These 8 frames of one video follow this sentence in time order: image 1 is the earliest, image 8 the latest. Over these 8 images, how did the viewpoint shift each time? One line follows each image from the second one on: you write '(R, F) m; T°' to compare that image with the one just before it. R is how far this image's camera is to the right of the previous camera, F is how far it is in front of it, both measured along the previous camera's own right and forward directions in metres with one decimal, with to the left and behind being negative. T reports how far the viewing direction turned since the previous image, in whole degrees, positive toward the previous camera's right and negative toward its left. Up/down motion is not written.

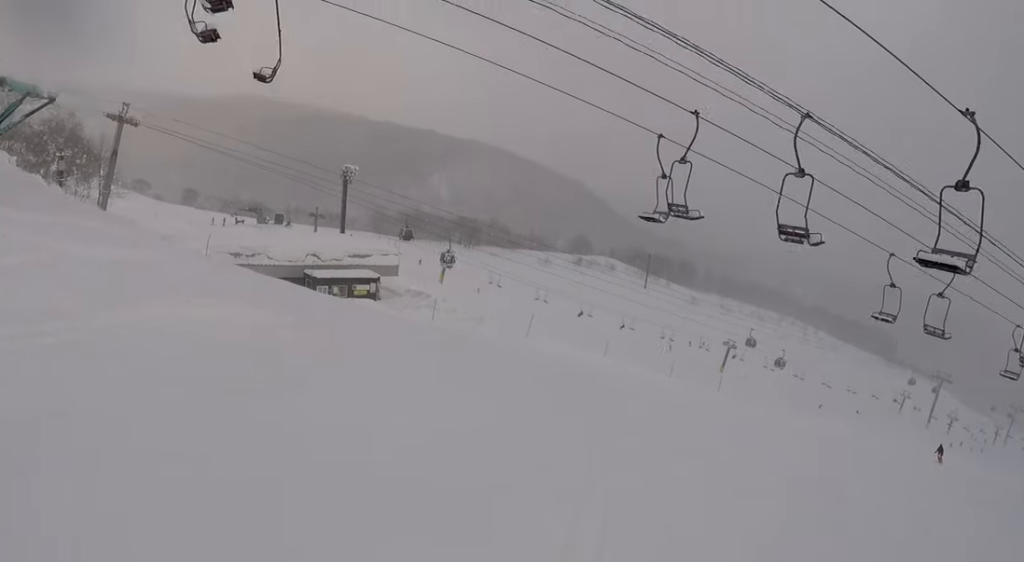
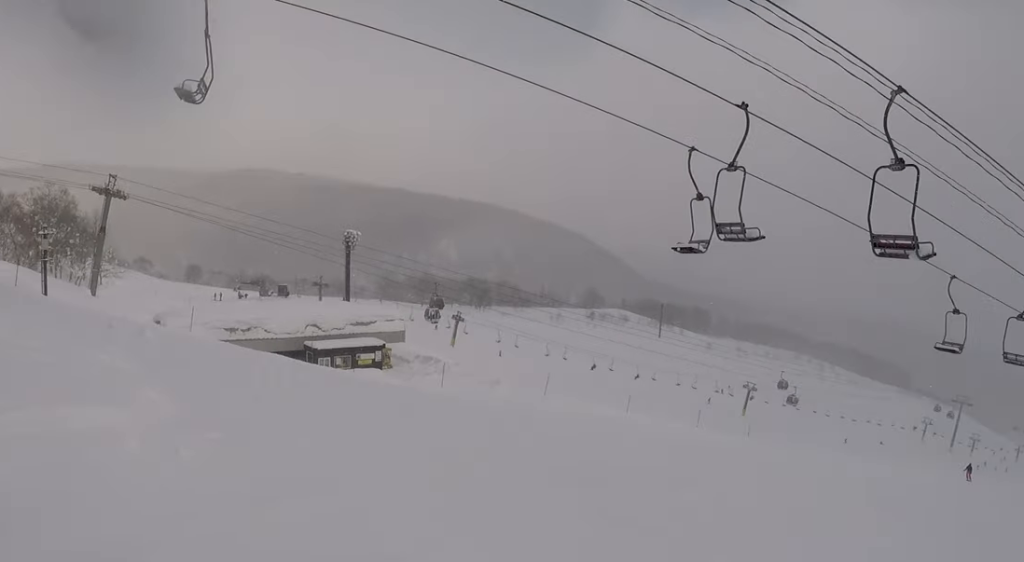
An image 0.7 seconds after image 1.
(-0.5, +4.5) m; -10°
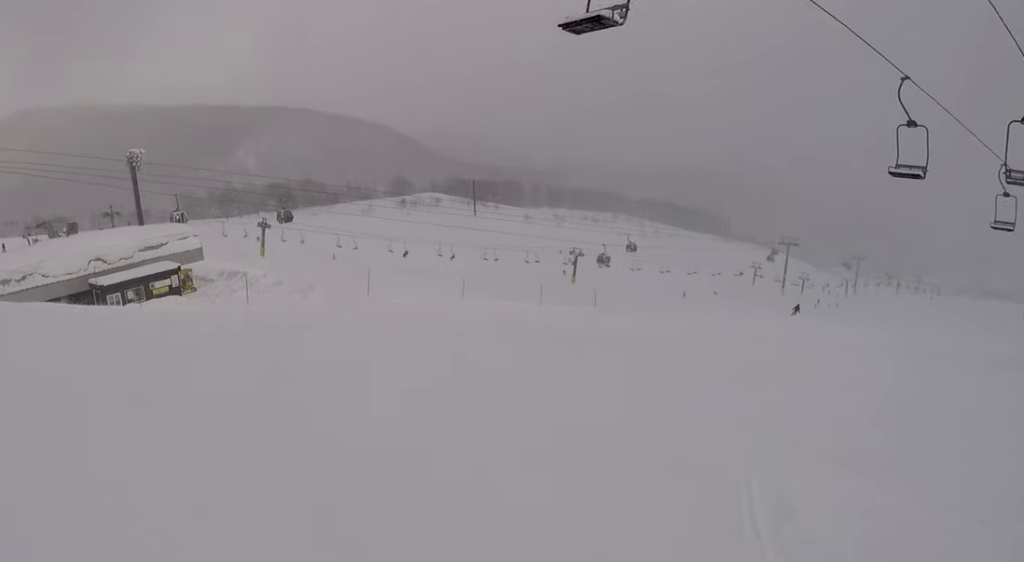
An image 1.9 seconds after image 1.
(-0.7, +8.0) m; -3°
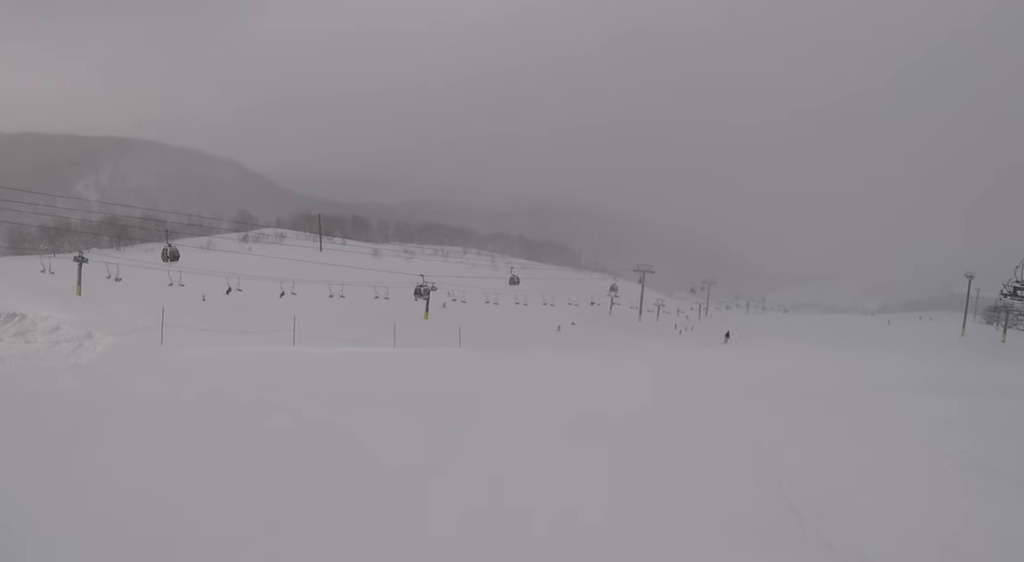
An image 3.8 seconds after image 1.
(+1.8, +12.8) m; +25°
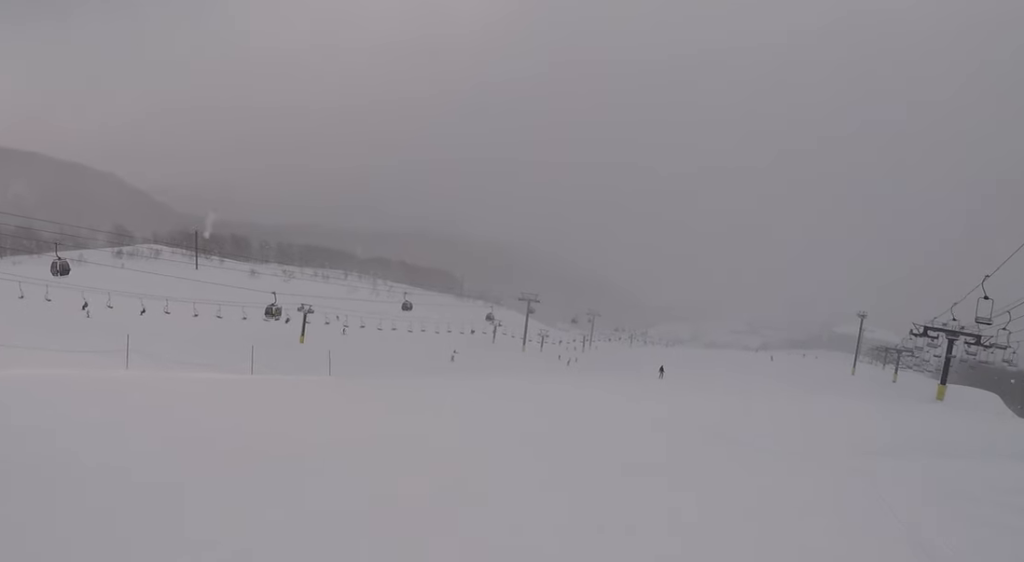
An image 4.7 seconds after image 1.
(+1.1, +7.1) m; +18°
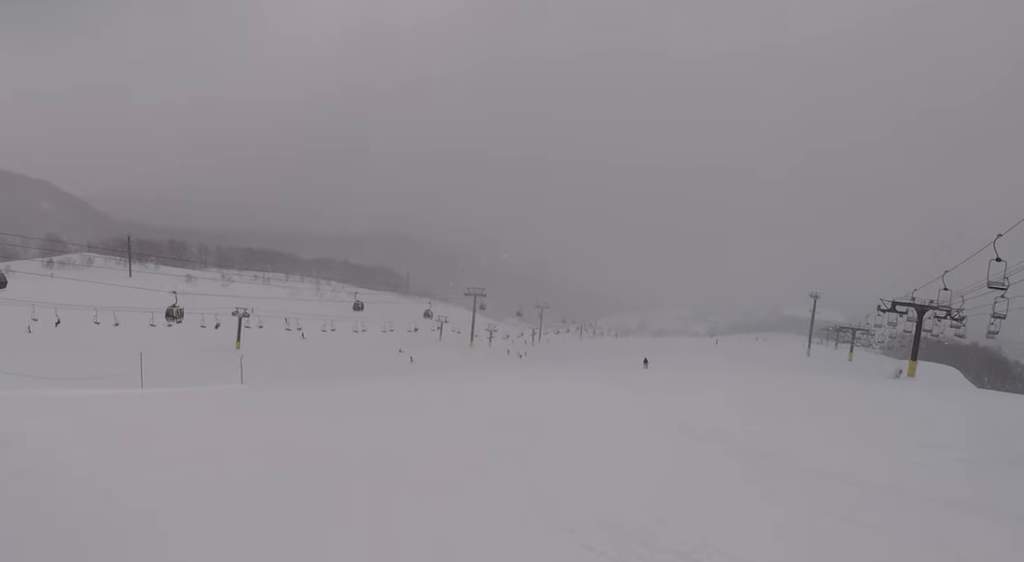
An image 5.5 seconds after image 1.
(+1.2, +6.8) m; +7°
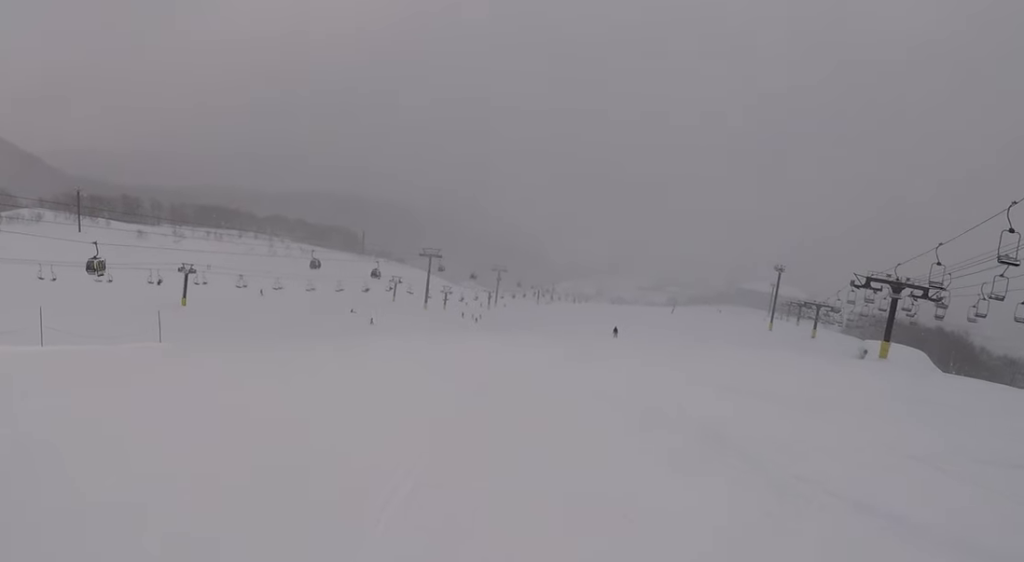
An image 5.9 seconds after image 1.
(-0.1, +4.3) m; -4°
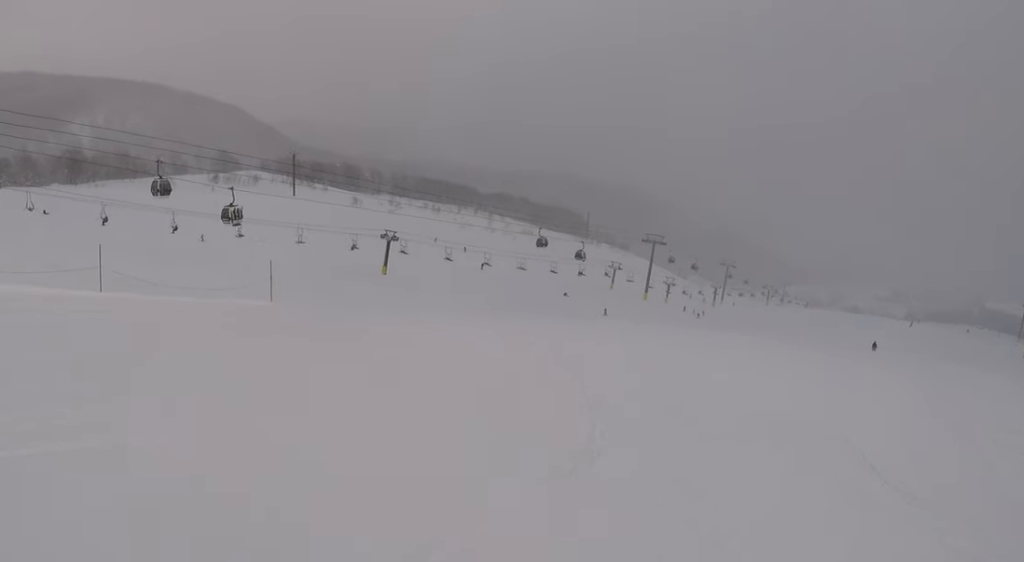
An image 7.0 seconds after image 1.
(-0.9, +9.6) m; -7°
